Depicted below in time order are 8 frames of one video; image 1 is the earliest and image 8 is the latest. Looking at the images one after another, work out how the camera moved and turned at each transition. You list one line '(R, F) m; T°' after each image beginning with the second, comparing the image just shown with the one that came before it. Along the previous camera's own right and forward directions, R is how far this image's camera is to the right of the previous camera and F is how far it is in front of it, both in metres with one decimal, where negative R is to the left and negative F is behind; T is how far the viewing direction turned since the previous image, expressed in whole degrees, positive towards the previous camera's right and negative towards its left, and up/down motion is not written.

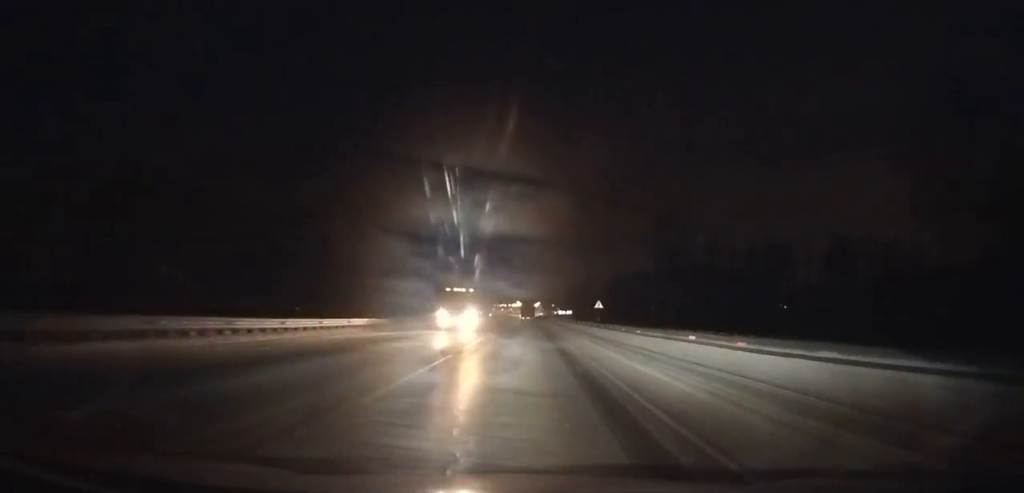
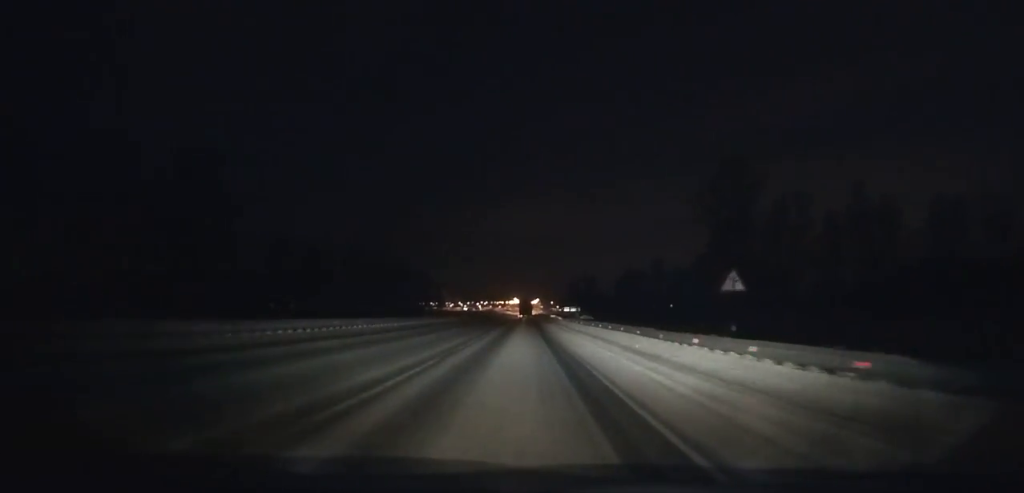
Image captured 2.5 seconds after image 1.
(0.0, +34.8) m; 0°
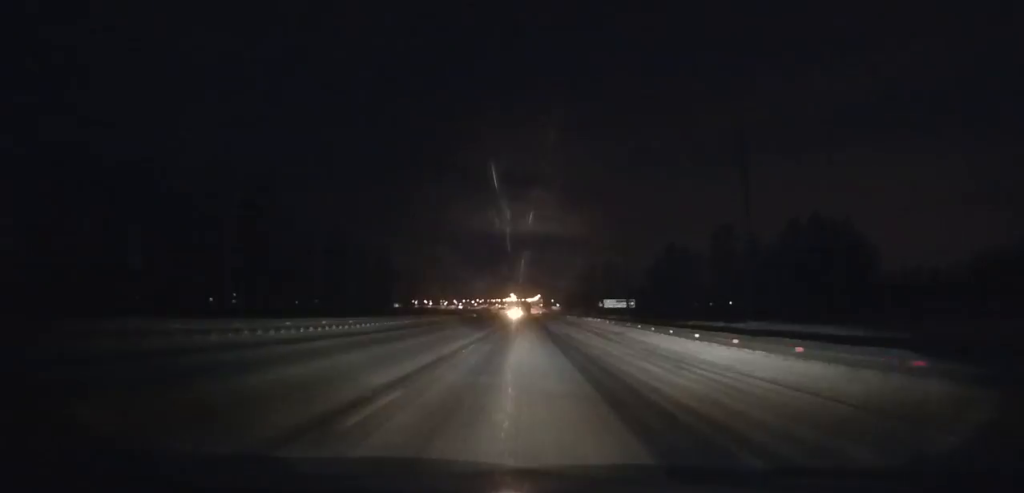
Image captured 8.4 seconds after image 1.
(-0.2, +78.4) m; 0°
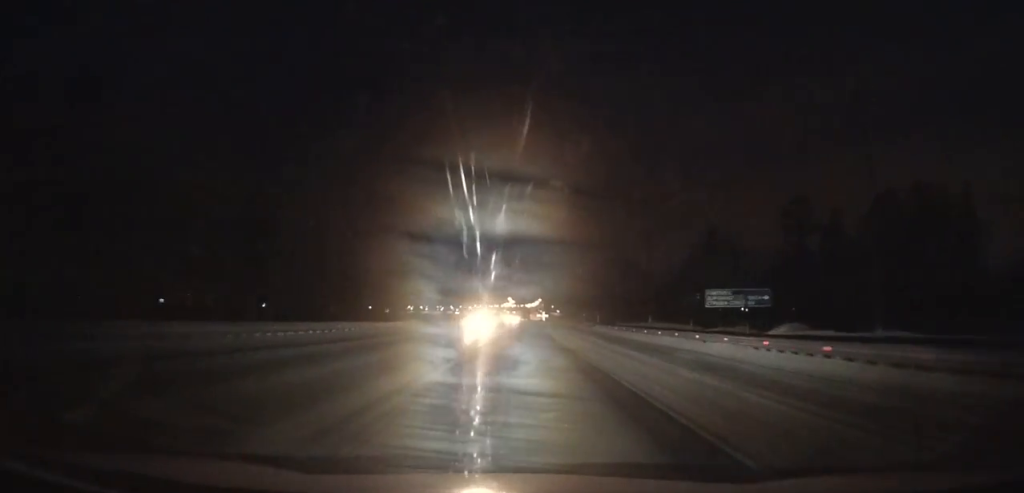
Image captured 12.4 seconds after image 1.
(+0.4, +50.4) m; +1°
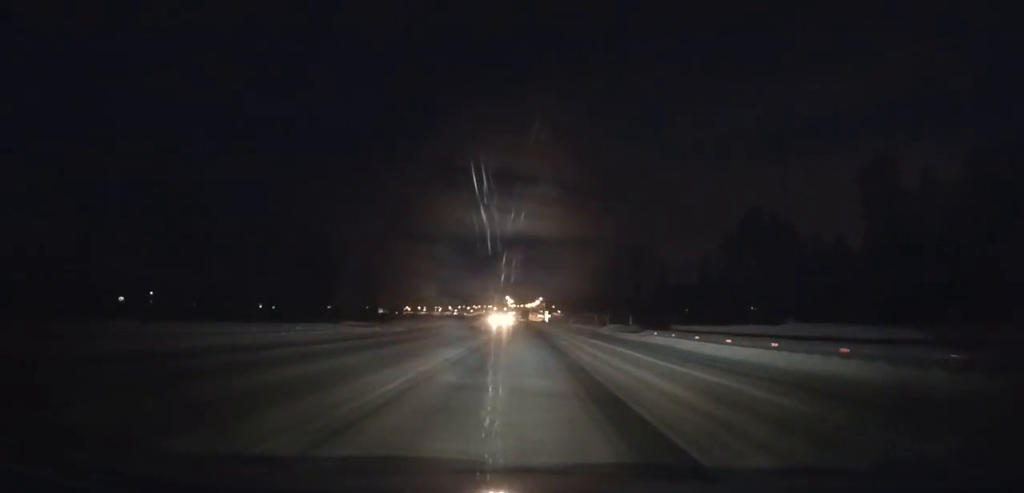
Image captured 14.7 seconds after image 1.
(0.0, +29.1) m; 0°
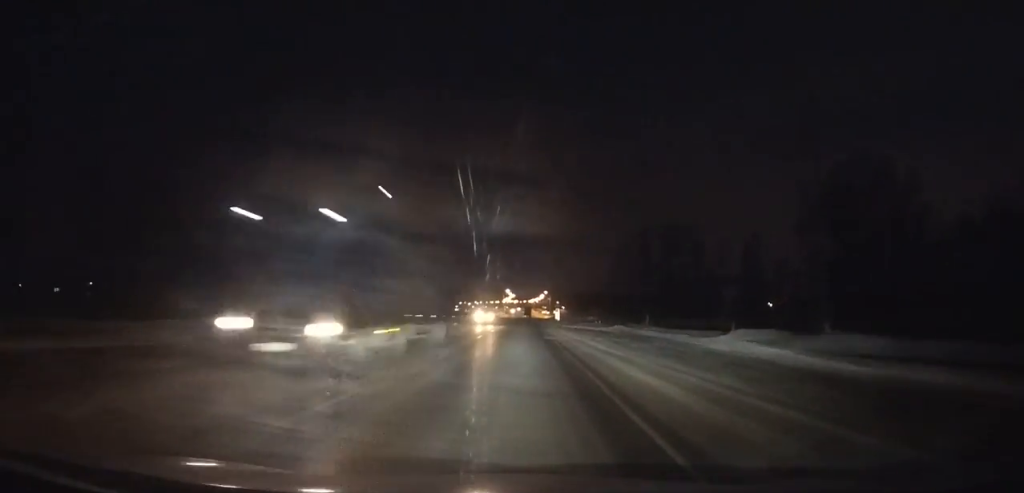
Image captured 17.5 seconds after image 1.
(-0.3, +37.4) m; 0°
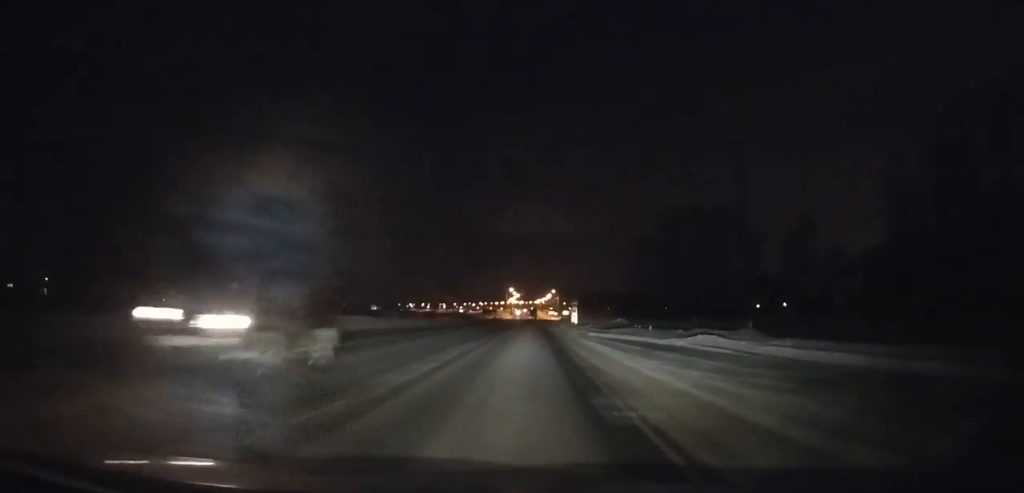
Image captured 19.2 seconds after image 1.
(0.0, +23.8) m; 0°
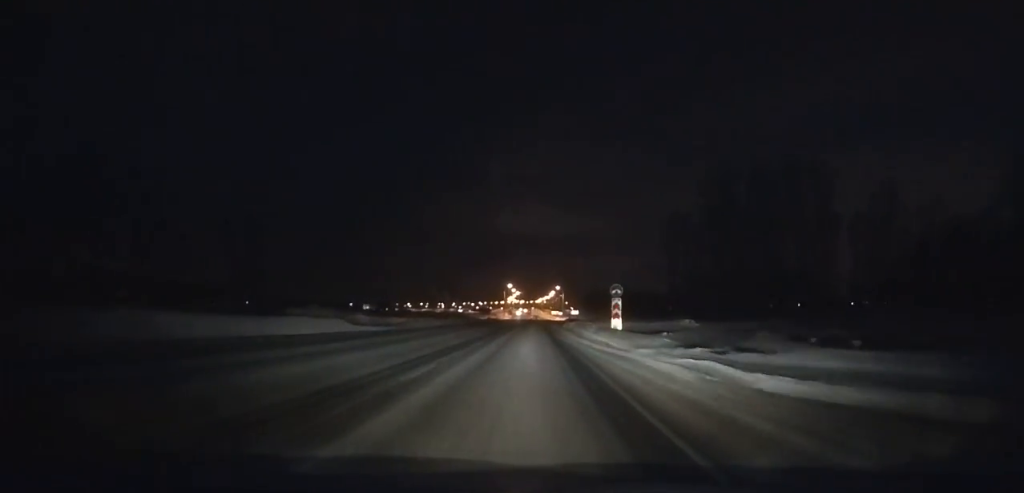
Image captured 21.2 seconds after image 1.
(0.0, +28.5) m; 0°
